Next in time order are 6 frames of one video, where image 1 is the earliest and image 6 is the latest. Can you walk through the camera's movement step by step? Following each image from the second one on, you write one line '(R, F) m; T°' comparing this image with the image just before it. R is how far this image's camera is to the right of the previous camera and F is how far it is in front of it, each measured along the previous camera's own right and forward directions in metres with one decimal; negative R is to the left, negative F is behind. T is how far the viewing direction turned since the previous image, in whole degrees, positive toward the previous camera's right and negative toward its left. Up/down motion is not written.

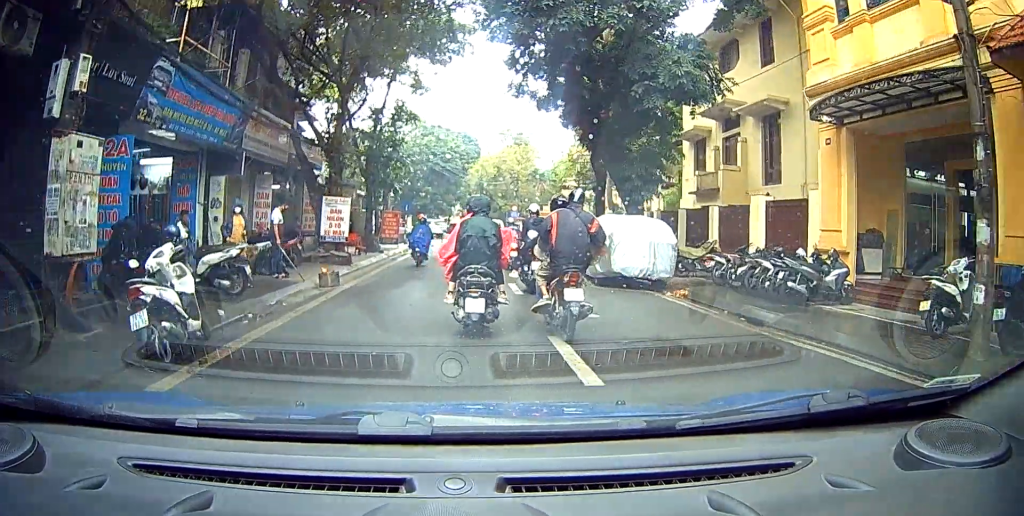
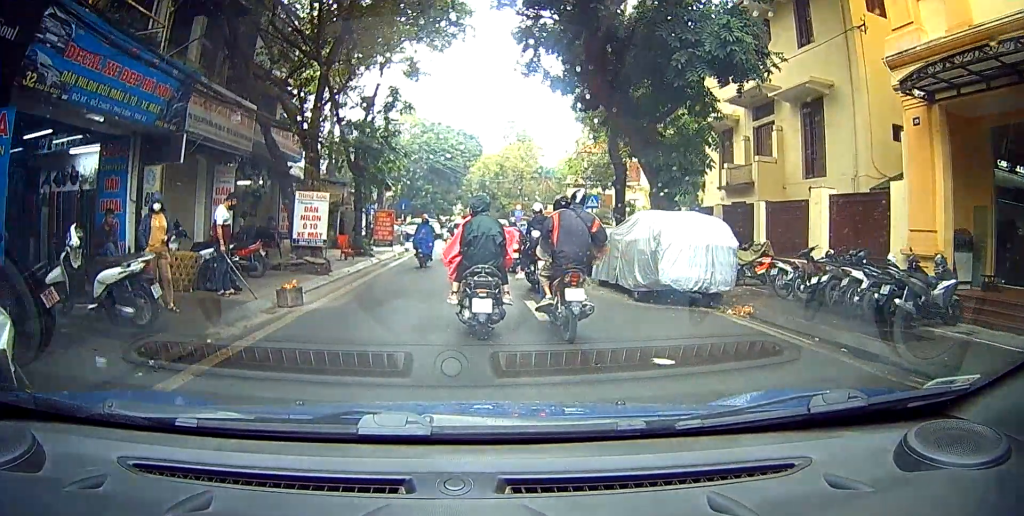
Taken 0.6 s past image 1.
(0.0, +3.0) m; -2°
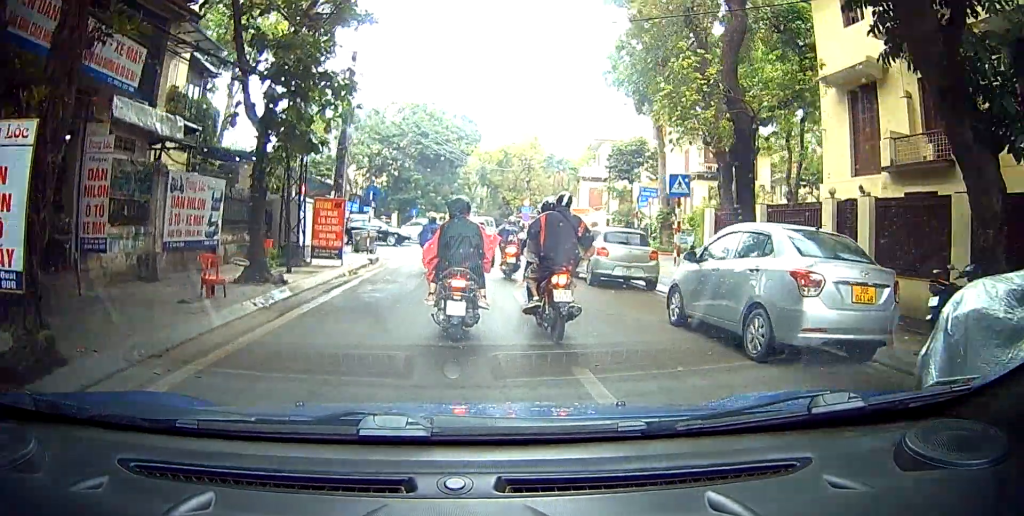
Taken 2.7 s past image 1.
(-1.2, +11.6) m; -9°
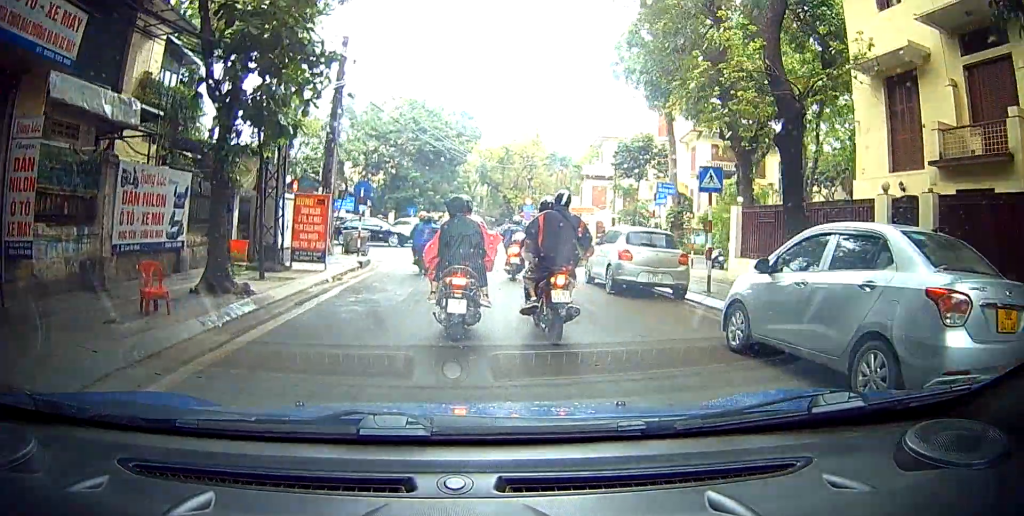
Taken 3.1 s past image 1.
(0.0, +2.4) m; 0°
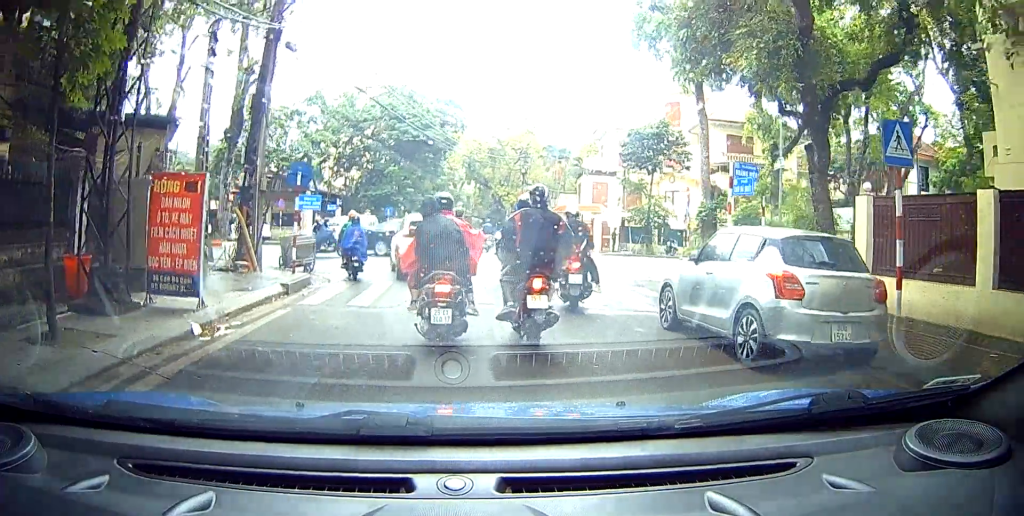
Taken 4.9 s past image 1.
(0.0, +10.7) m; 0°
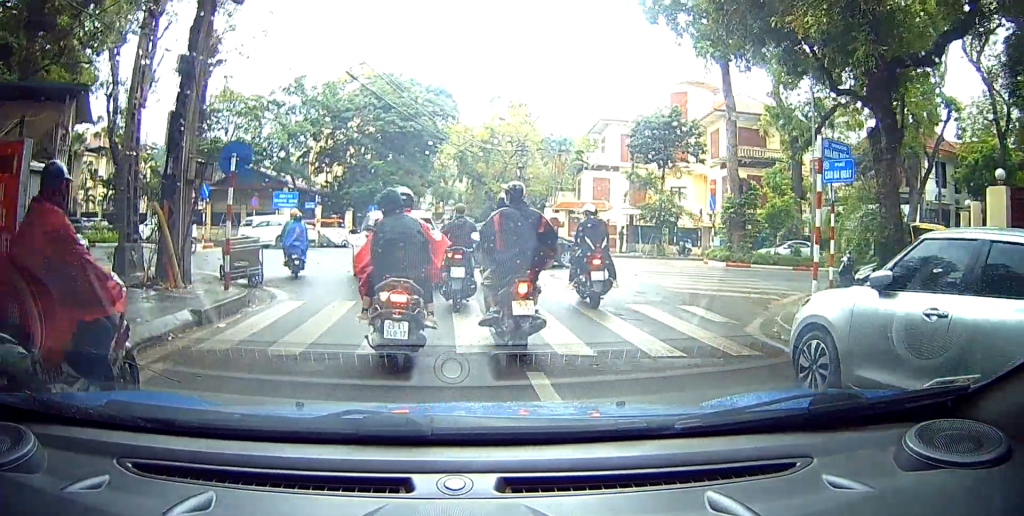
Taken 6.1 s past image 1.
(0.0, +6.3) m; 0°
